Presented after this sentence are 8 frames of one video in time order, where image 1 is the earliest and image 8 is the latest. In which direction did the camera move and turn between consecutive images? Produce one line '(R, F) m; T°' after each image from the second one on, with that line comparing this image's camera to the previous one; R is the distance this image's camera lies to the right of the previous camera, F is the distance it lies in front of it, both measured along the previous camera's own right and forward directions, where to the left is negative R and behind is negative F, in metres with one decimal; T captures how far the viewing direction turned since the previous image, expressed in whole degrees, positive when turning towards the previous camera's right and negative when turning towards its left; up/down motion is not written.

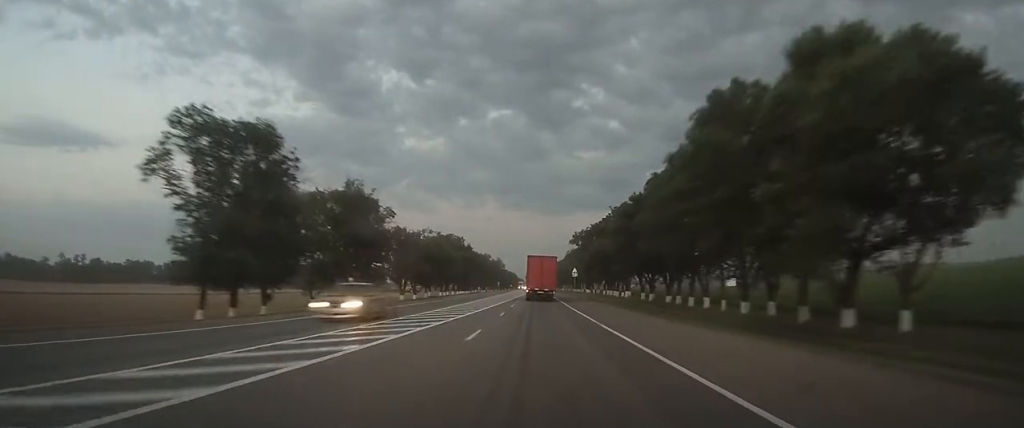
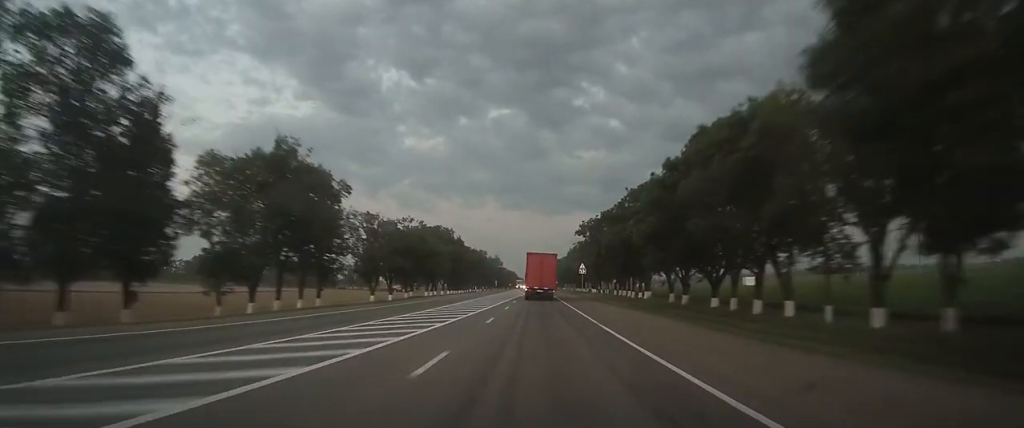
(0.0, +17.4) m; 0°
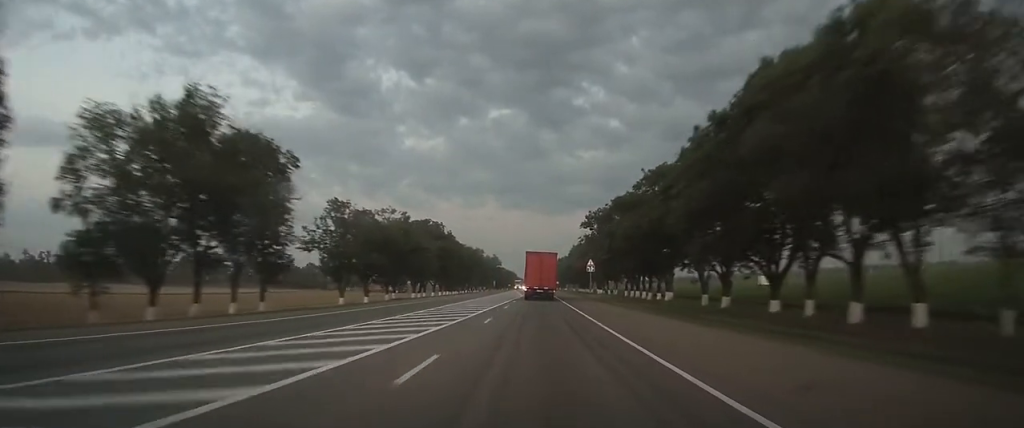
(0.0, +12.6) m; 0°
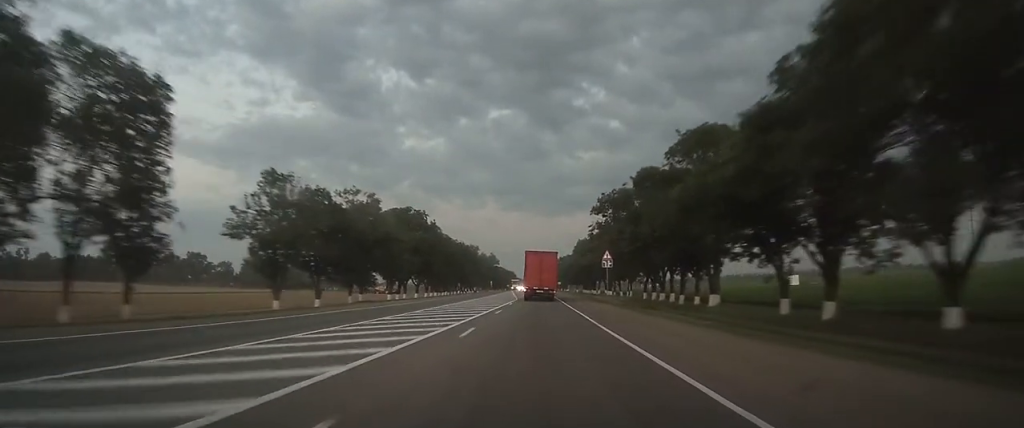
(0.0, +16.9) m; 0°
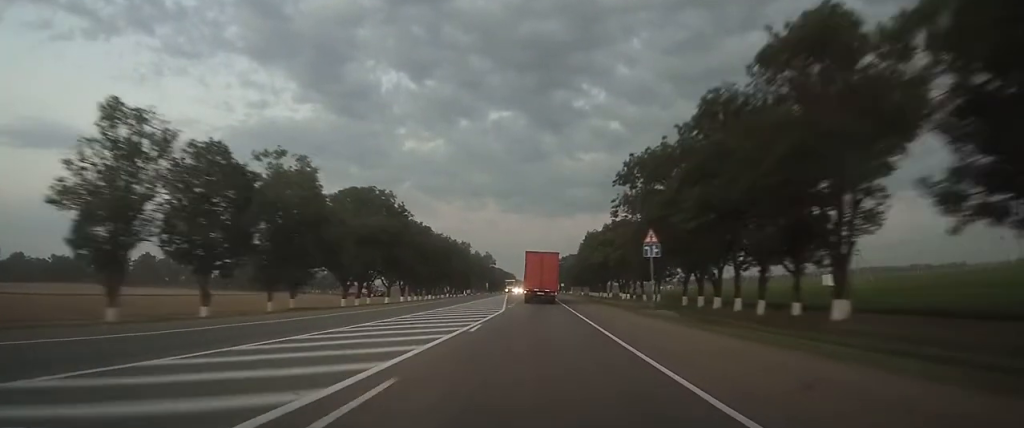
(-0.1, +21.0) m; 0°
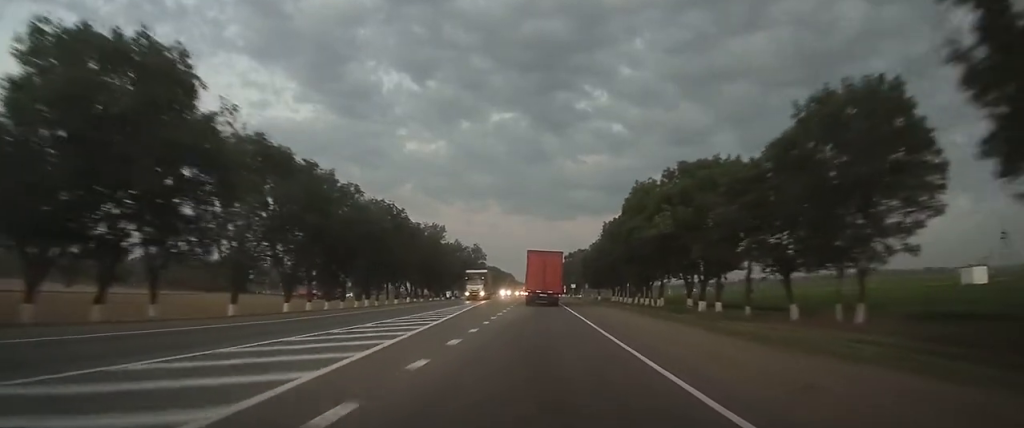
(+0.1, +45.8) m; 0°
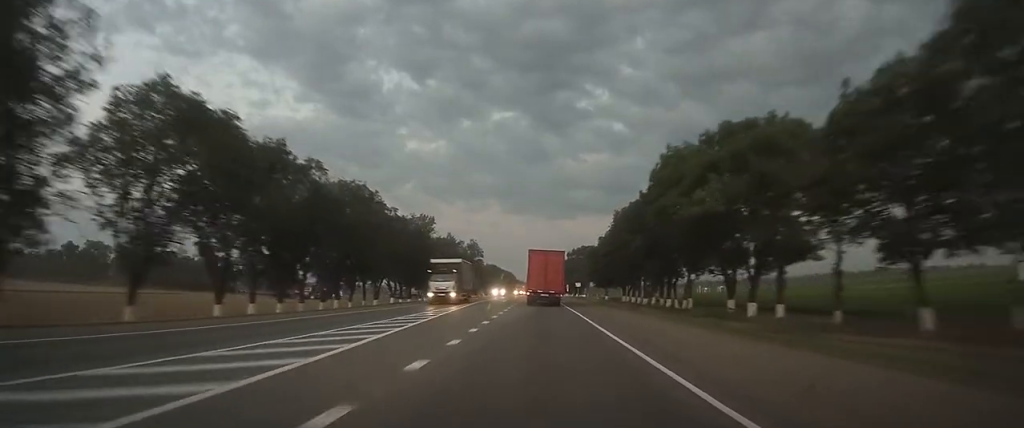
(0.0, +12.1) m; 0°
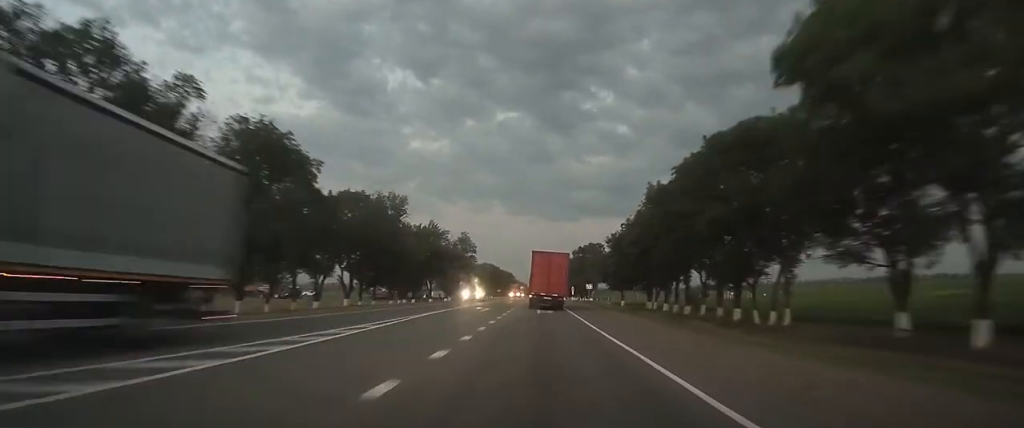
(0.0, +22.1) m; 0°
